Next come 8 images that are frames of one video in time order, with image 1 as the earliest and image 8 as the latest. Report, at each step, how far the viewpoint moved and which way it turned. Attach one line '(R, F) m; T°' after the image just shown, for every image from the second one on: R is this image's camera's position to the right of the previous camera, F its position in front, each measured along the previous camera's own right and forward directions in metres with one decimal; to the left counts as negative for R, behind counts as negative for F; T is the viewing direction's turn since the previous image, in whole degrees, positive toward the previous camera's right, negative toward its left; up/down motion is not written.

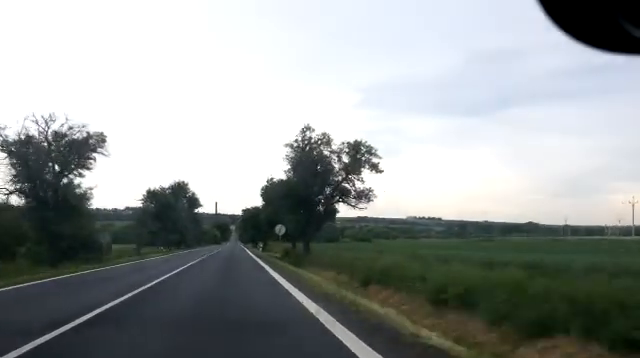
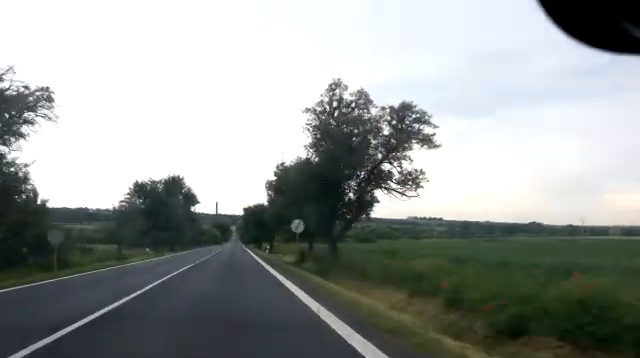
(-0.1, +9.1) m; 0°
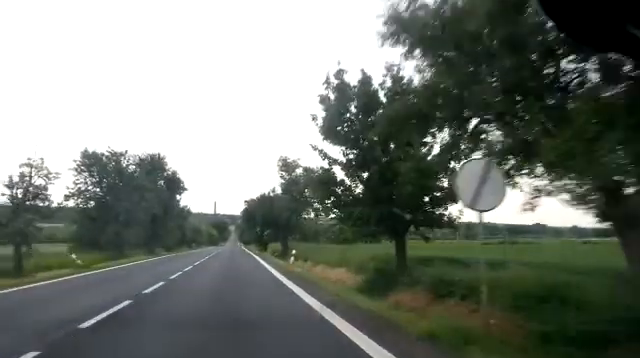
(+0.3, +19.1) m; 0°
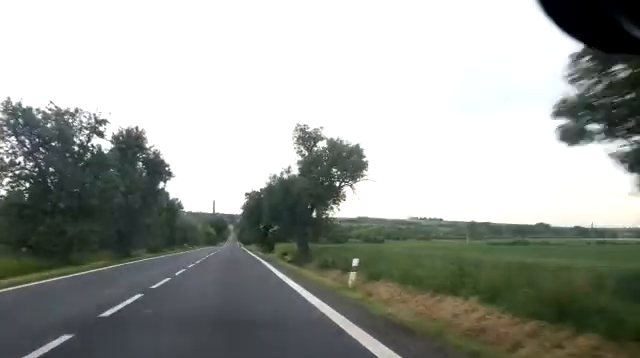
(-0.2, +12.9) m; 0°
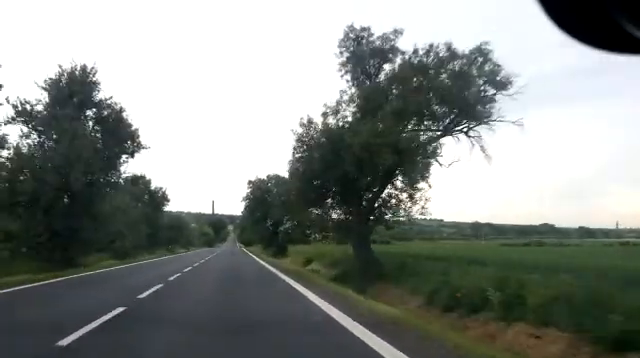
(-0.1, +15.9) m; 0°
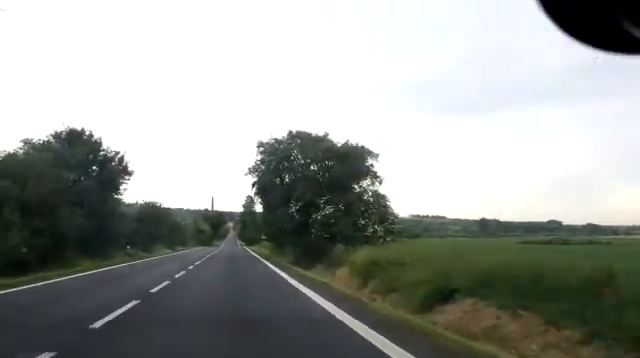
(+0.3, +22.0) m; +1°
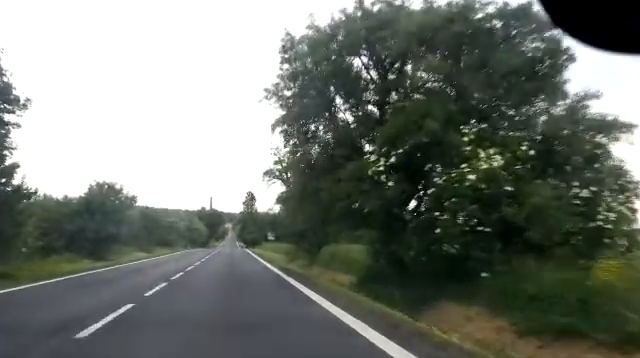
(+0.1, +19.3) m; -1°
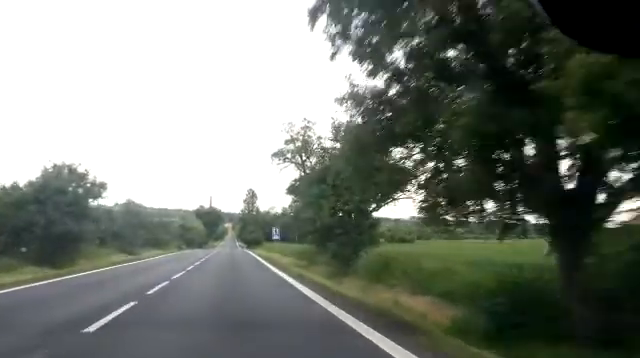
(-0.1, +9.0) m; 0°
